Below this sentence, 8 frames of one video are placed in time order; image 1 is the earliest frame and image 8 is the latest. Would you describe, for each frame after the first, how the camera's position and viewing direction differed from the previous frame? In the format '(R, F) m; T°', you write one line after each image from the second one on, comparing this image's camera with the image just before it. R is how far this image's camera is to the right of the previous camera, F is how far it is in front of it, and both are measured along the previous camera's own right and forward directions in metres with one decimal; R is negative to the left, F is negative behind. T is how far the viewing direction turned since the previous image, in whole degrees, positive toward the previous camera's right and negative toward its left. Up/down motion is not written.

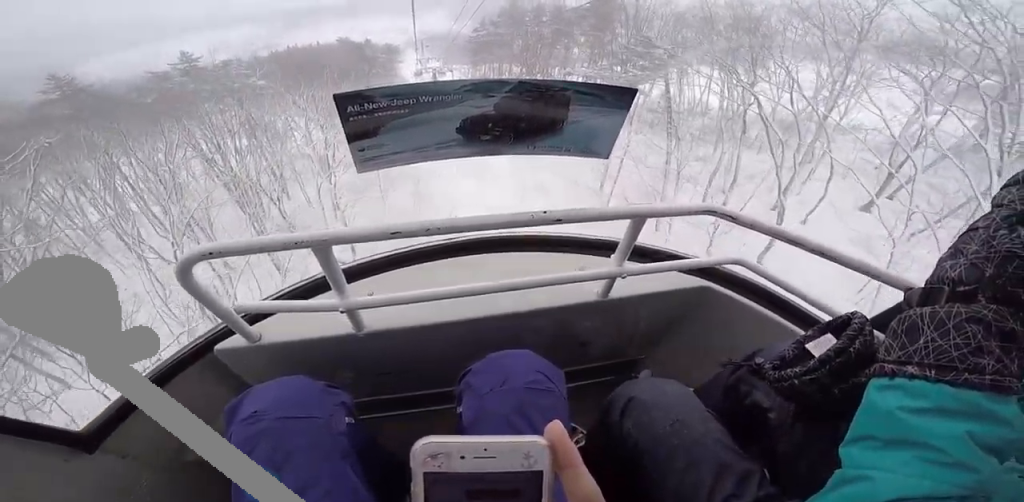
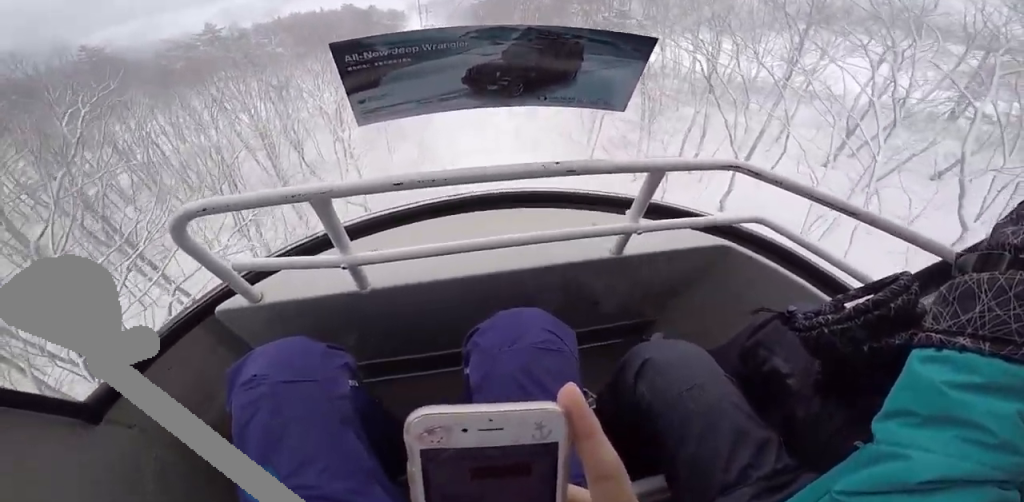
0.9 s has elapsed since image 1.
(-0.5, +4.5) m; 0°
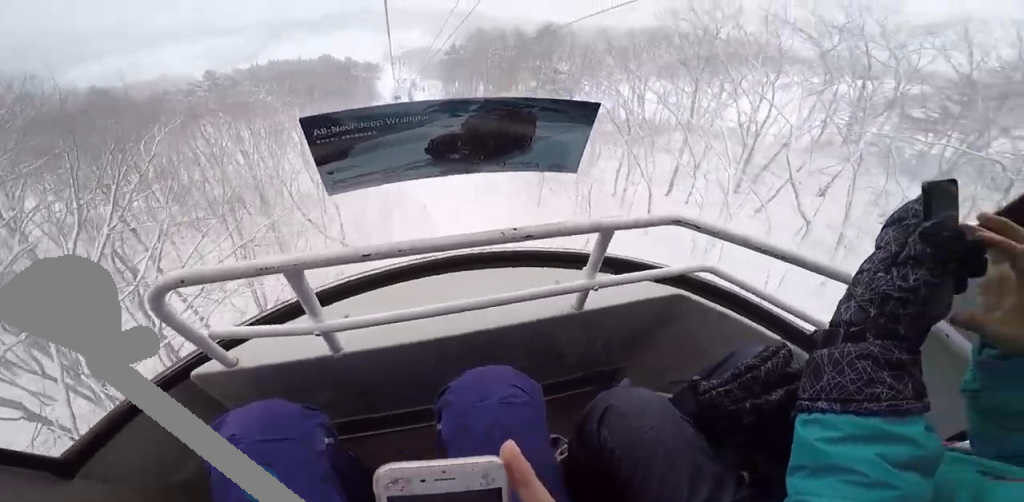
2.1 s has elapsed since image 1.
(+0.5, +5.2) m; 0°
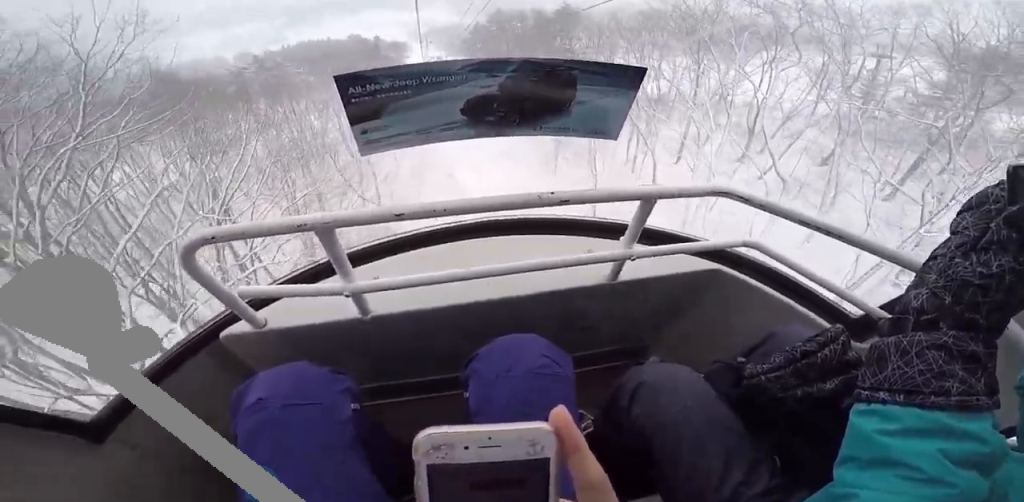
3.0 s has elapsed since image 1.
(-0.5, +4.3) m; 0°
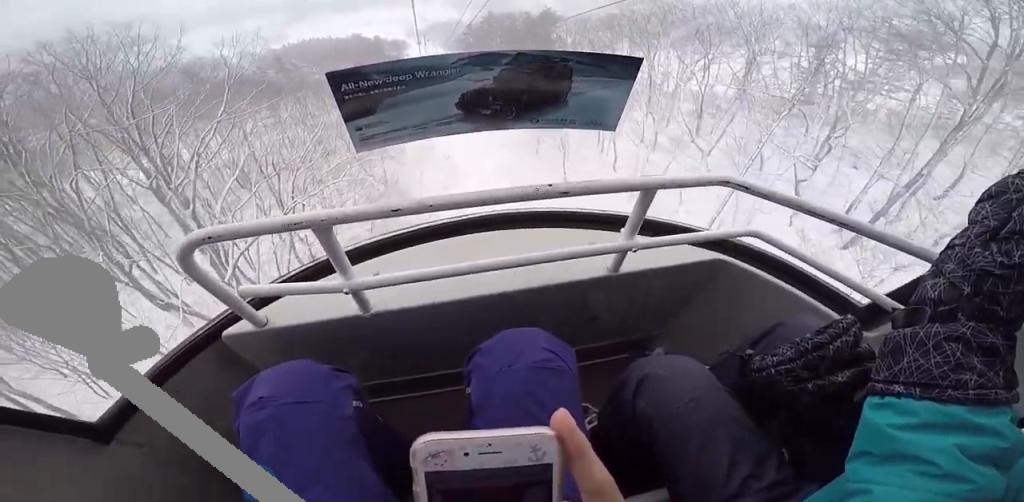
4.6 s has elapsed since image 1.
(+0.9, +7.5) m; +4°
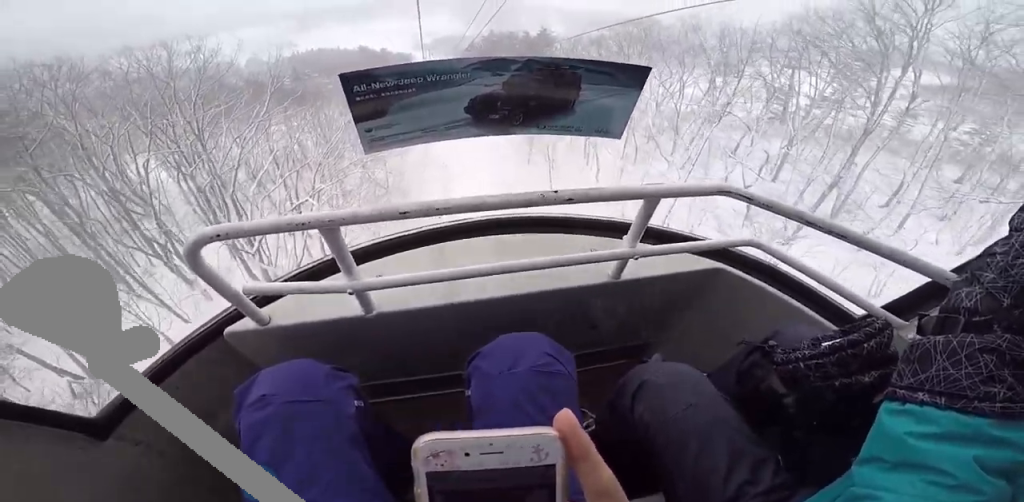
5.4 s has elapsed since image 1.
(-0.2, +4.2) m; -7°
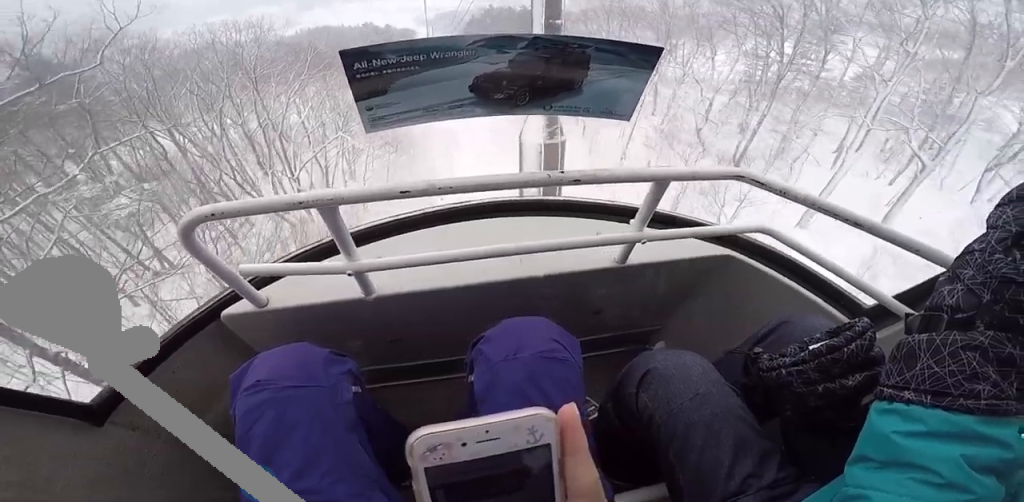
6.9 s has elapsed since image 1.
(-0.6, +7.5) m; +2°
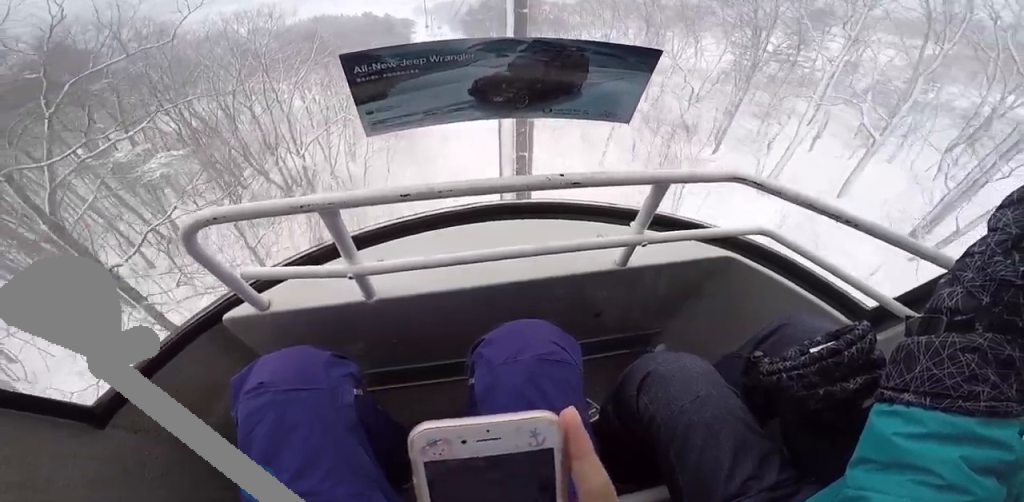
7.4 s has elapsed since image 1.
(+0.2, +2.4) m; +1°
